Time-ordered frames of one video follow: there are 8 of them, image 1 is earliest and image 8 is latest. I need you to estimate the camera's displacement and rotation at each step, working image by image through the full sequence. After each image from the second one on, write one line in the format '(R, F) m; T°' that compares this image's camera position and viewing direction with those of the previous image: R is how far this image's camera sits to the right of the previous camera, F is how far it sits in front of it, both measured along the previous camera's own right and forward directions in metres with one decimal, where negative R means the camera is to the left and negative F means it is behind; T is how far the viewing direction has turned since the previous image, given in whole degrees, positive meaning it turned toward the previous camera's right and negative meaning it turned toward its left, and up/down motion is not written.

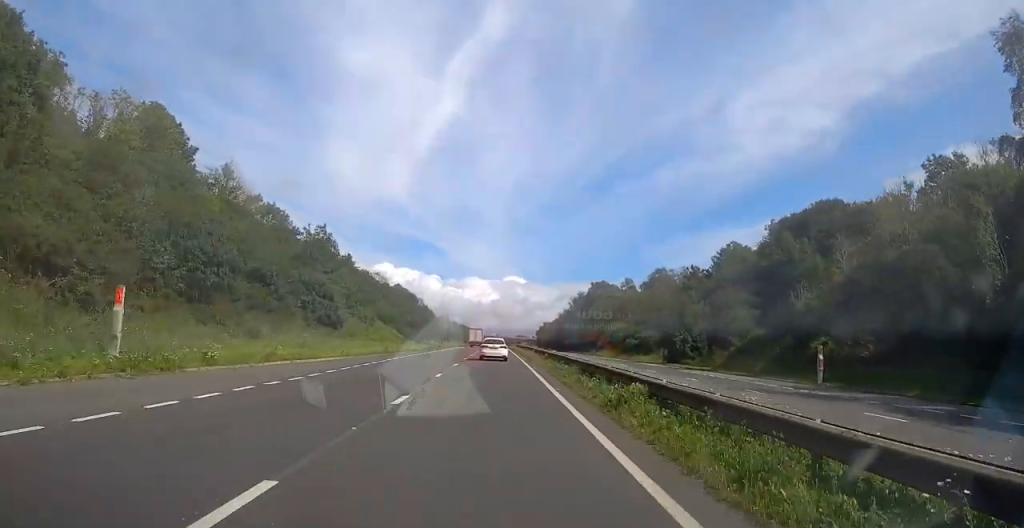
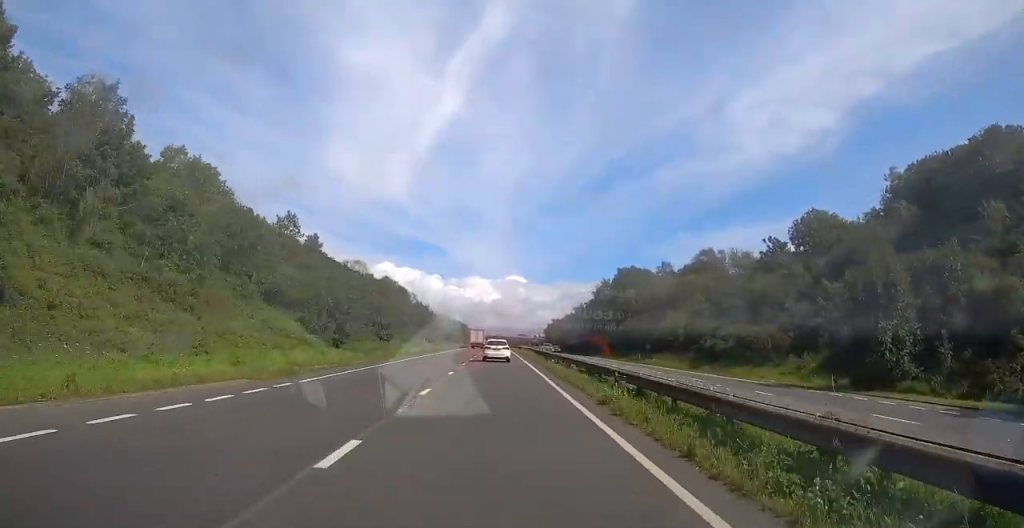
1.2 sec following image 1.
(-0.1, +34.3) m; 0°
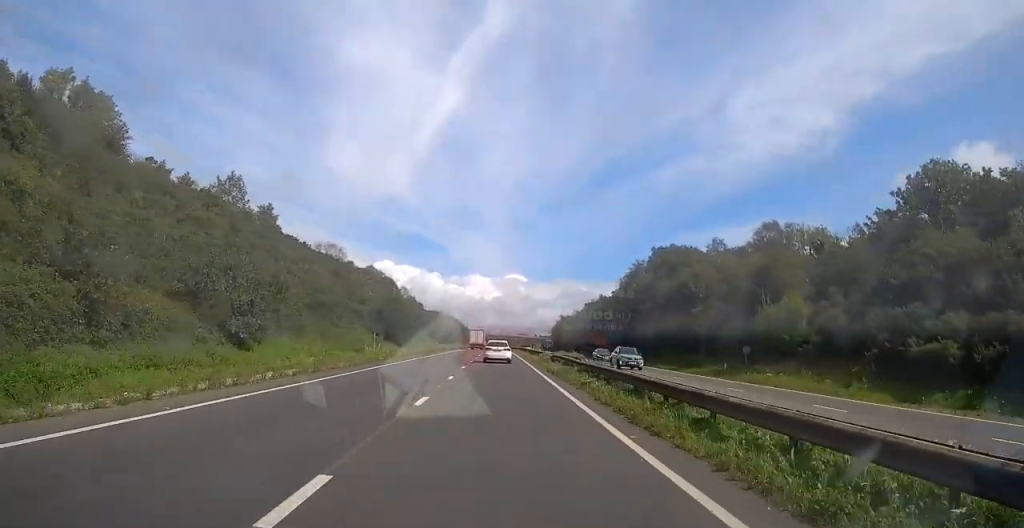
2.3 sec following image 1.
(+0.3, +29.8) m; 0°
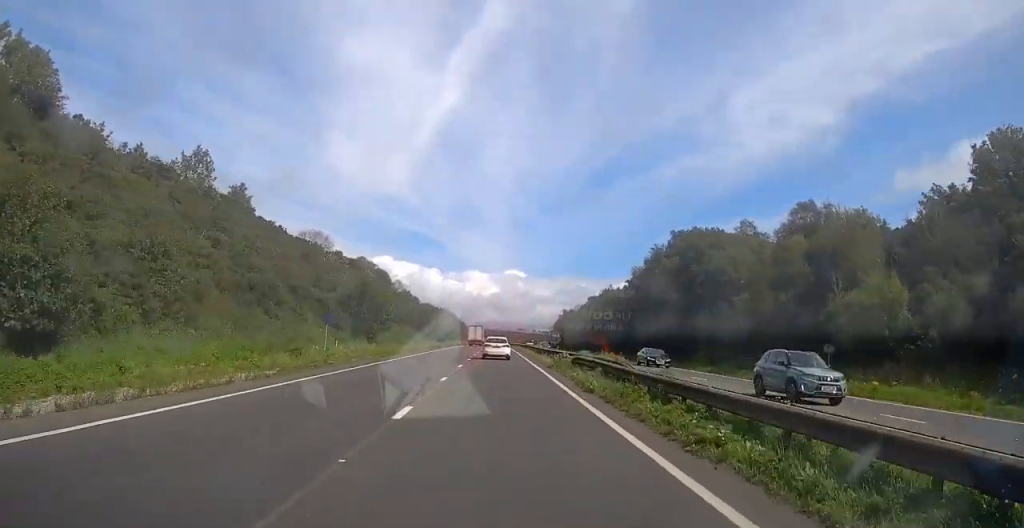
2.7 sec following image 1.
(-0.1, +12.2) m; 0°
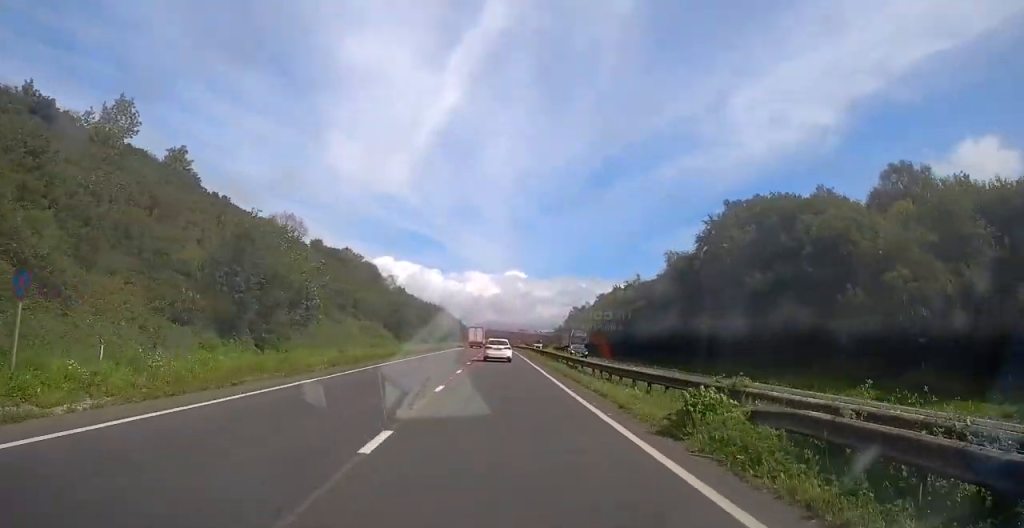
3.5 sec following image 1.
(-0.2, +21.8) m; -1°
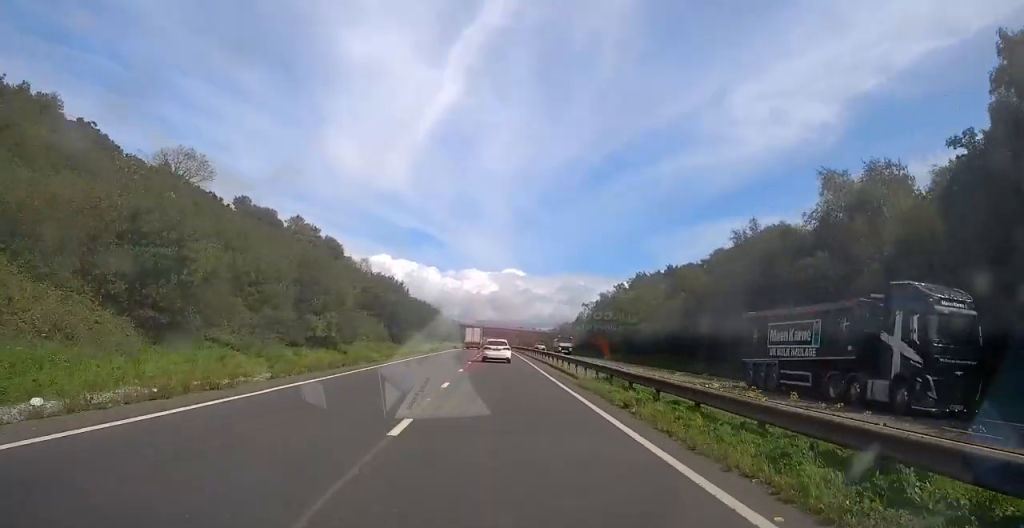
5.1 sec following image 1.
(+0.4, +45.4) m; +1°
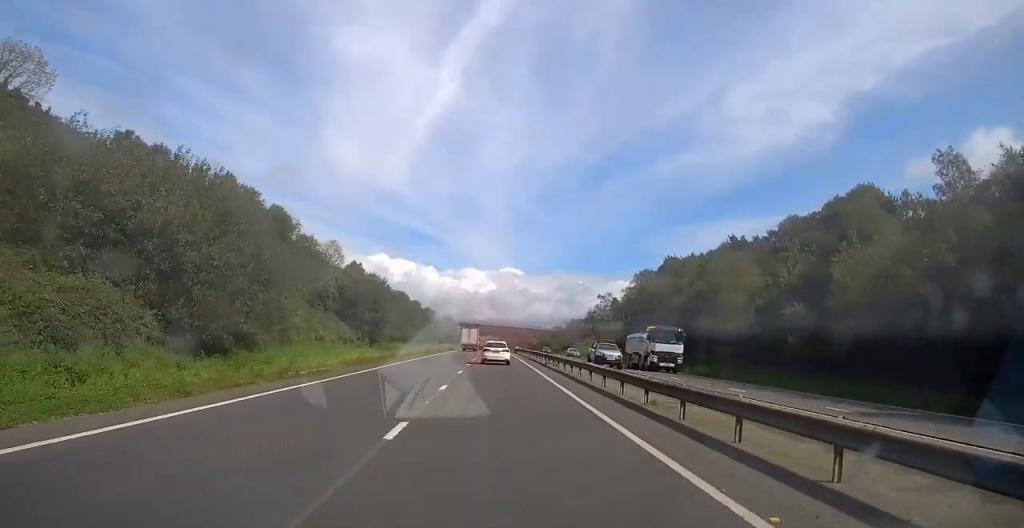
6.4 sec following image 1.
(-0.3, +37.5) m; 0°
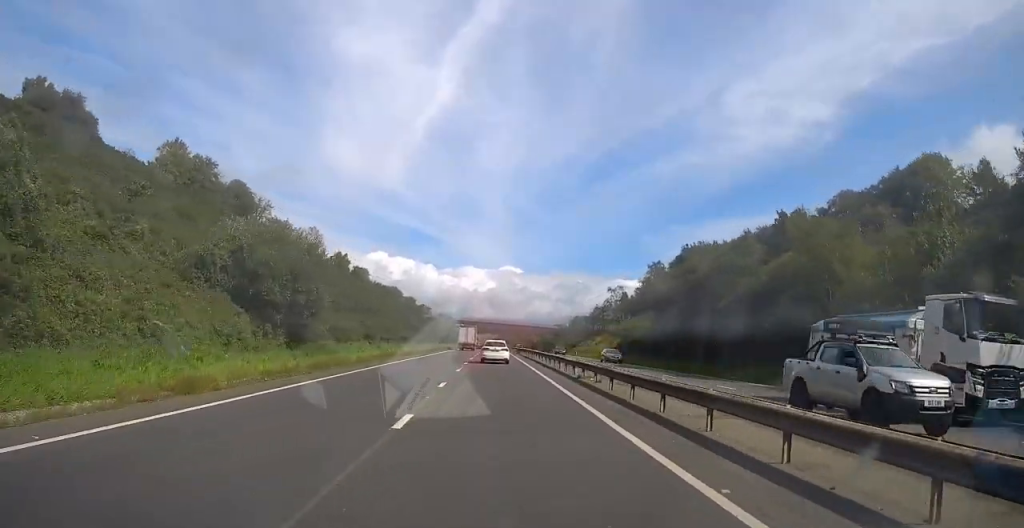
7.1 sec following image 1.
(+0.2, +17.8) m; 0°
